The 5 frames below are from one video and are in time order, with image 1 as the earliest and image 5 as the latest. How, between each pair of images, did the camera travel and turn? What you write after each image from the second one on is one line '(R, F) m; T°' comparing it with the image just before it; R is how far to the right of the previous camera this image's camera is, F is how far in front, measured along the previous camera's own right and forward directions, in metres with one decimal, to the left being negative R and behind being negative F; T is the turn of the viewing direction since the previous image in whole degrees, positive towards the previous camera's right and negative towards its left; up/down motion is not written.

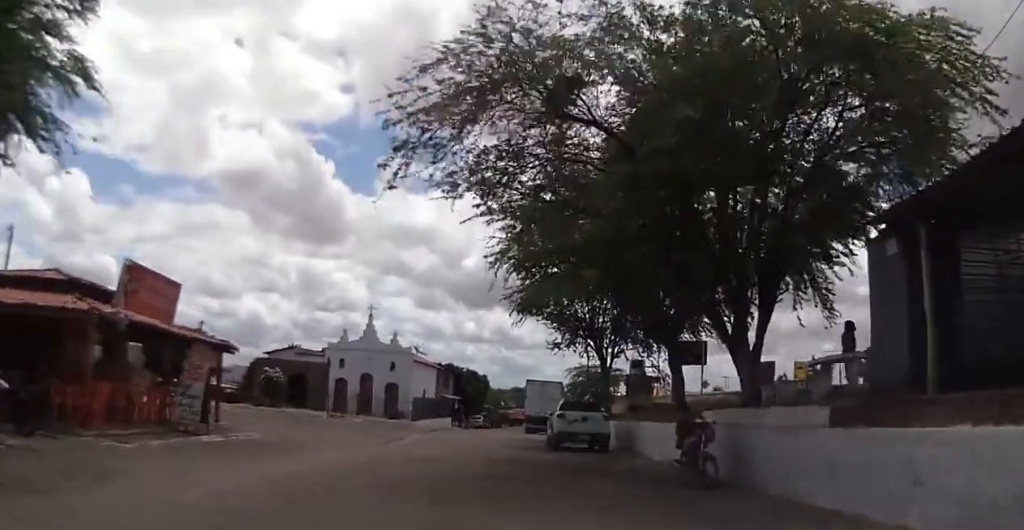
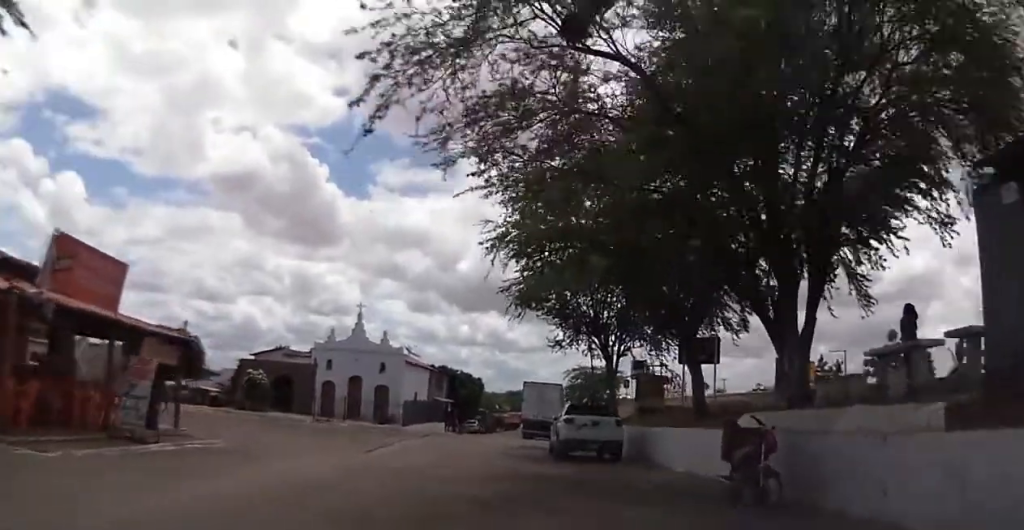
(+0.2, +2.6) m; +3°
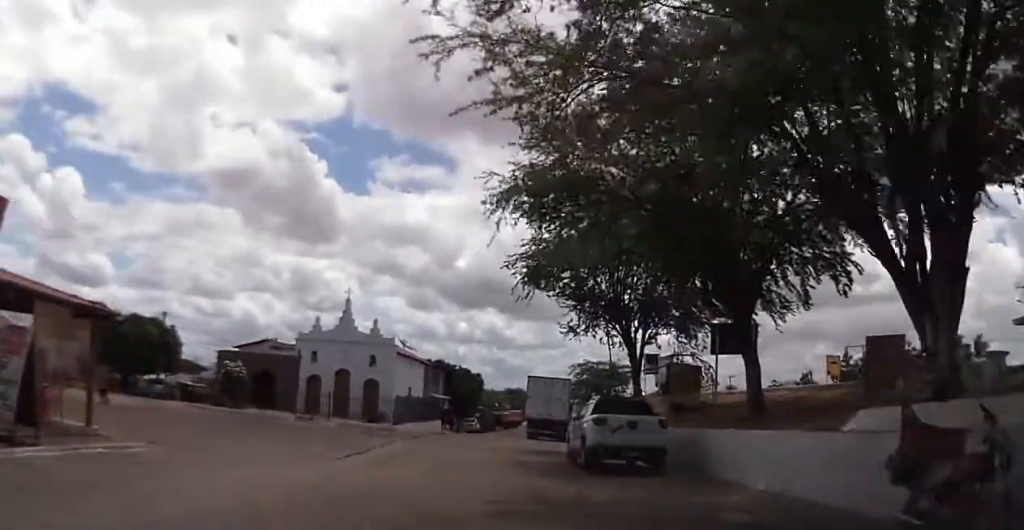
(+0.2, +4.6) m; +3°
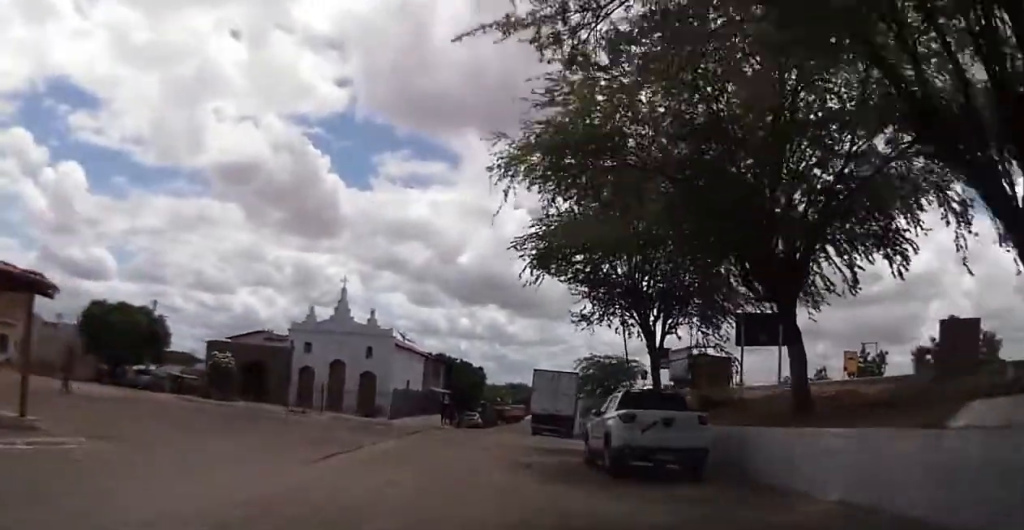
(0.0, +2.6) m; 0°
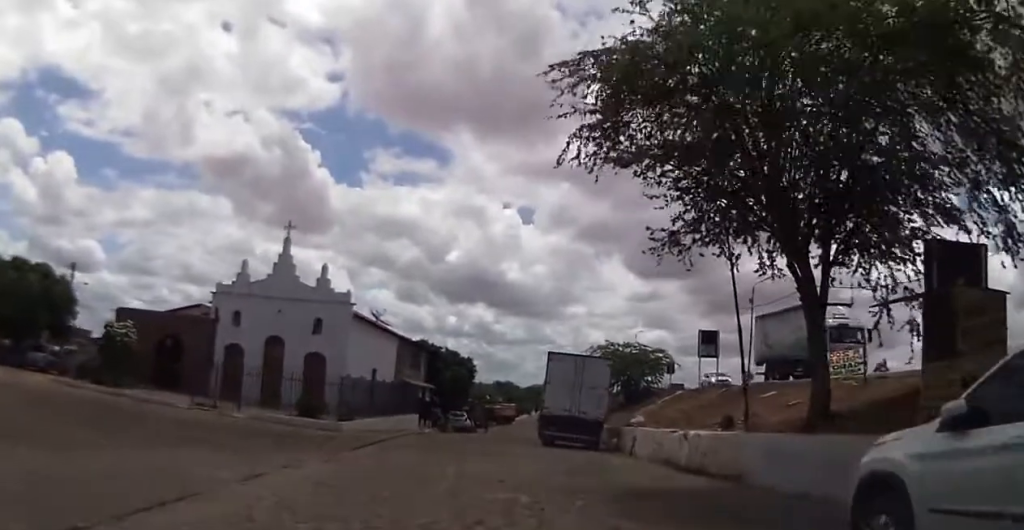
(-1.2, +12.5) m; +2°
